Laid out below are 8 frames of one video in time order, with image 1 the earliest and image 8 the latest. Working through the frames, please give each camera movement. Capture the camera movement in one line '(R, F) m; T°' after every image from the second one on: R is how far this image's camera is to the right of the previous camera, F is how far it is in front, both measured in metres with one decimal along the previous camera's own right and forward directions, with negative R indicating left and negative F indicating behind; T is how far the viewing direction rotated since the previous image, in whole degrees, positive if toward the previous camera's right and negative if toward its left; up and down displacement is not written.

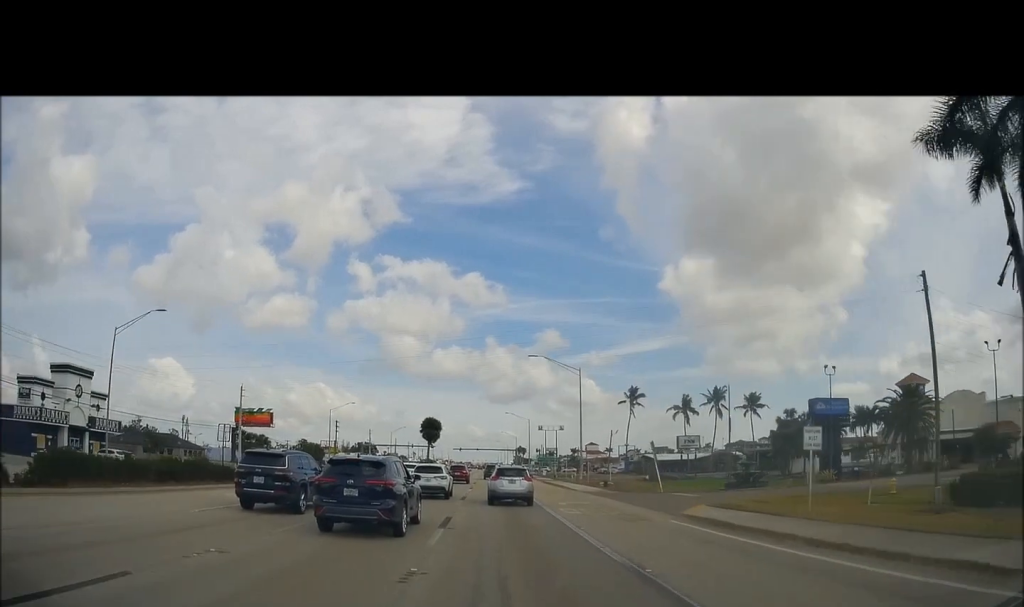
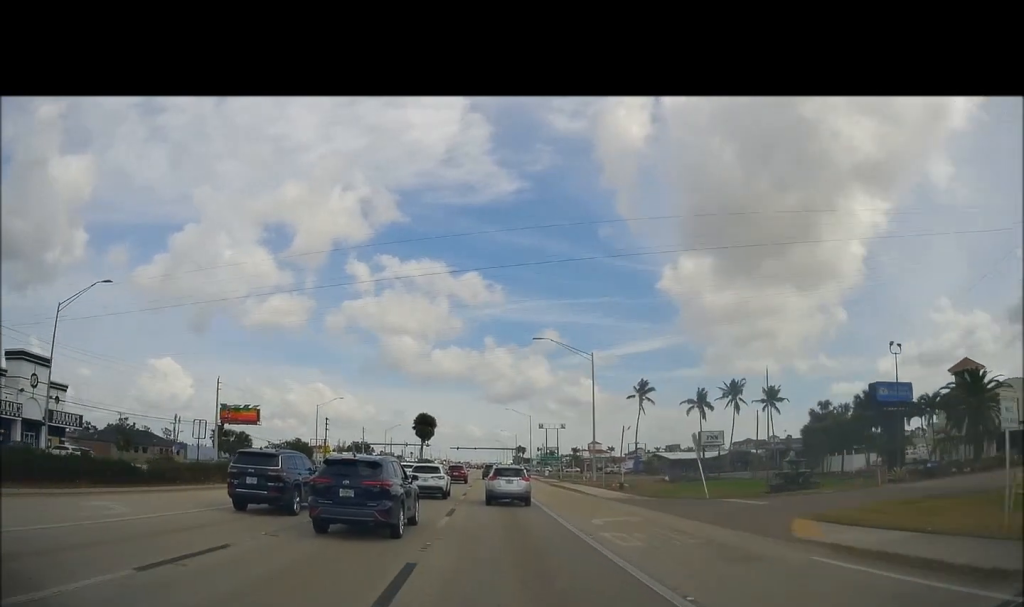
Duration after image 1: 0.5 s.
(-0.1, +8.9) m; 0°
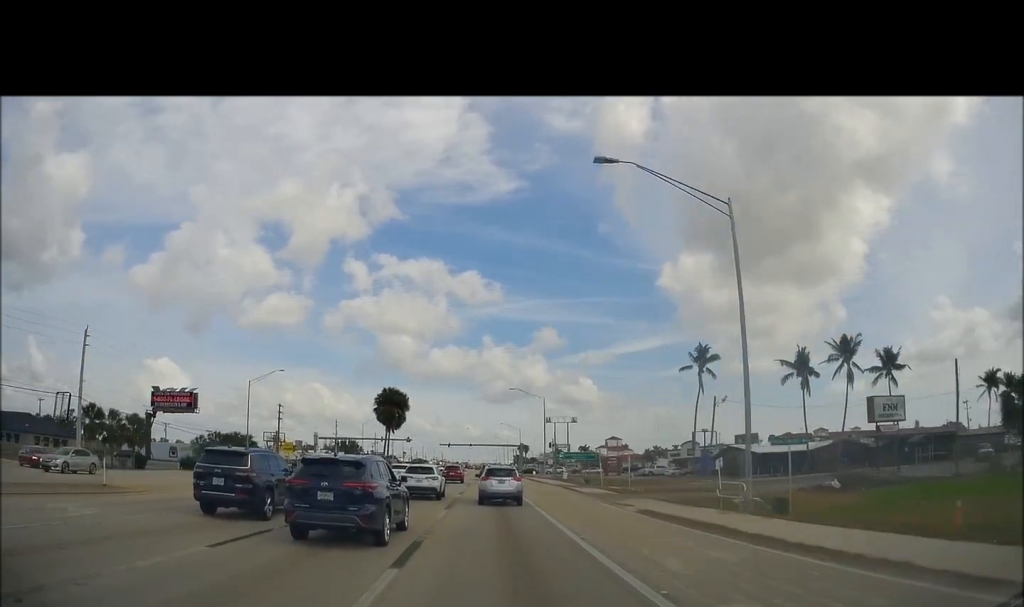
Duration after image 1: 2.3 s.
(0.0, +34.5) m; 0°
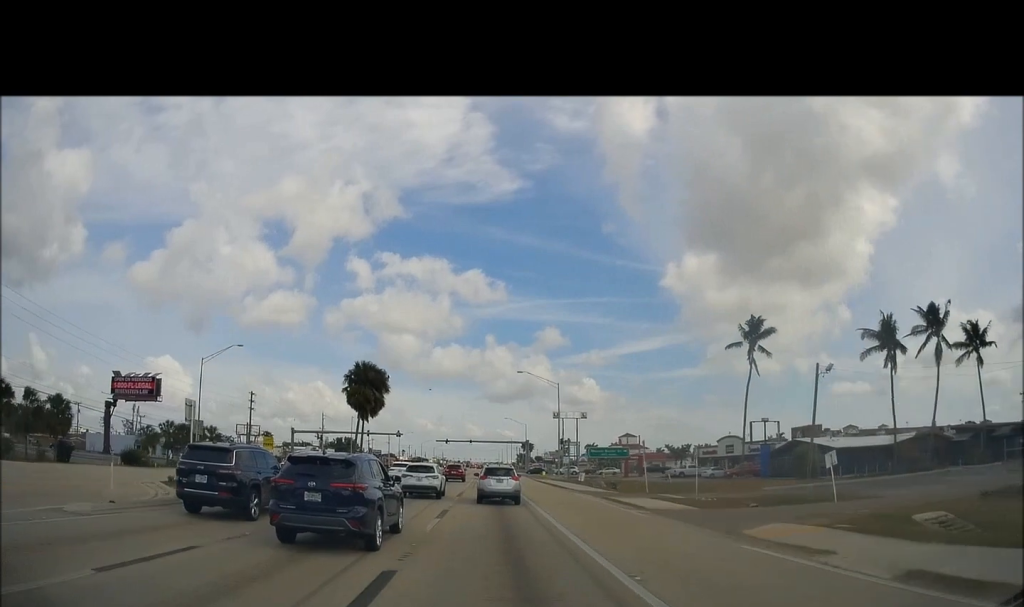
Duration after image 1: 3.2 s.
(0.0, +15.9) m; 0°
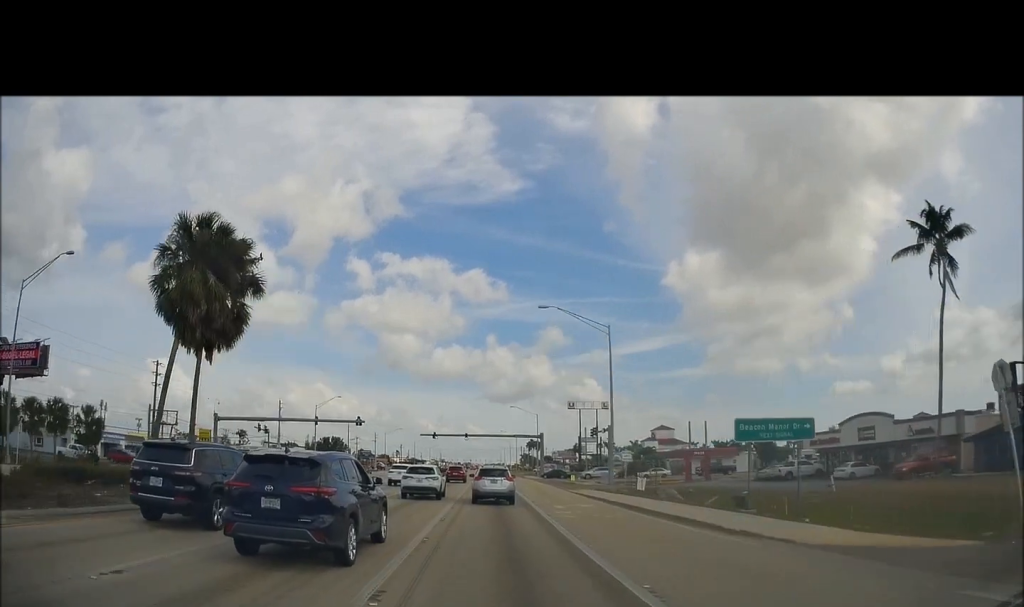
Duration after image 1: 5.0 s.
(+0.7, +32.4) m; +2°
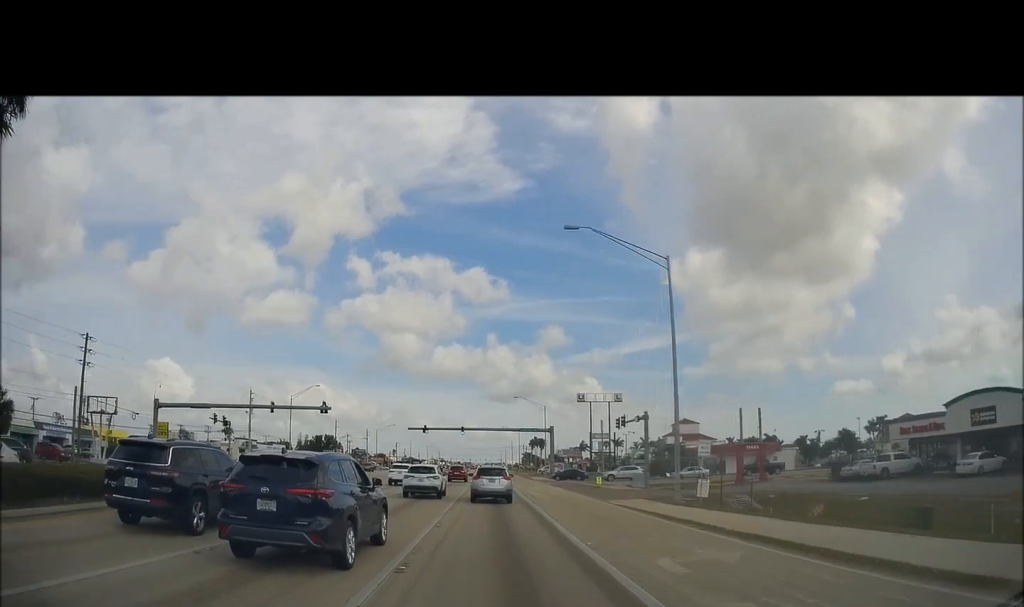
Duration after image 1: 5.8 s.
(-0.2, +15.4) m; -1°
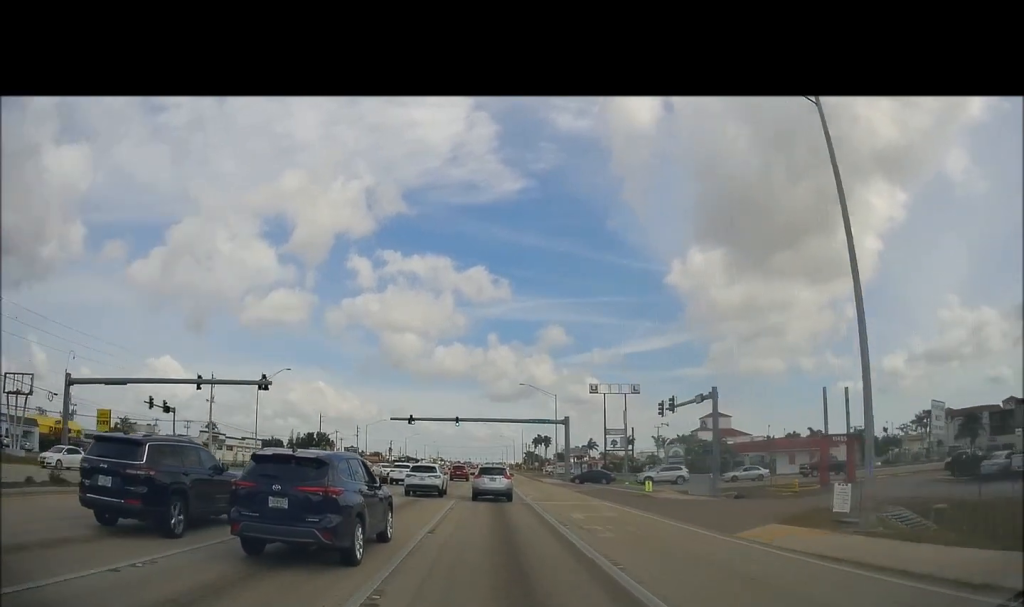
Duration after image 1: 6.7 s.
(-0.2, +15.9) m; 0°
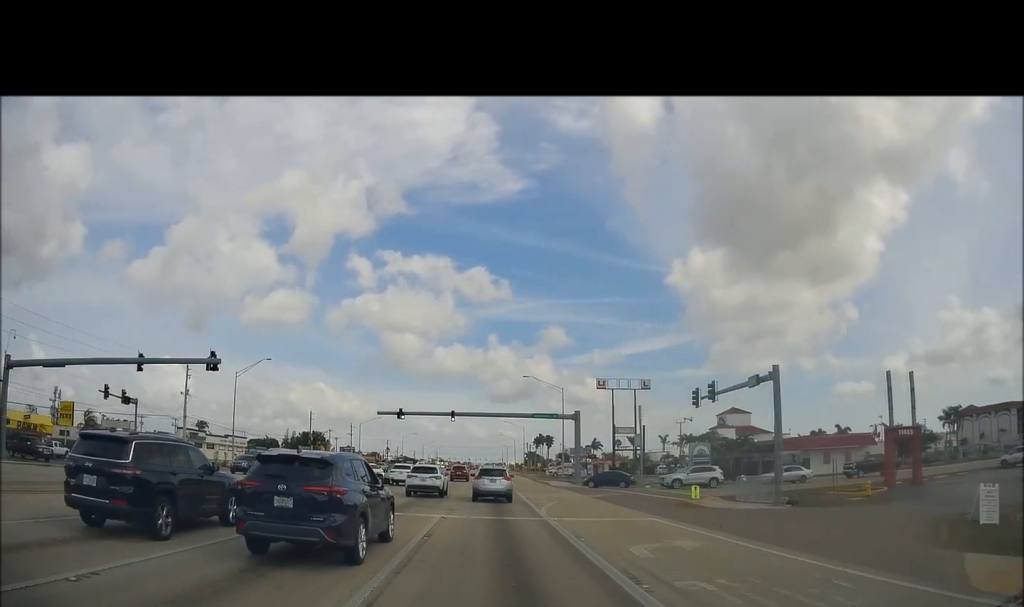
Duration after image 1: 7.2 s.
(-0.1, +8.2) m; +1°
